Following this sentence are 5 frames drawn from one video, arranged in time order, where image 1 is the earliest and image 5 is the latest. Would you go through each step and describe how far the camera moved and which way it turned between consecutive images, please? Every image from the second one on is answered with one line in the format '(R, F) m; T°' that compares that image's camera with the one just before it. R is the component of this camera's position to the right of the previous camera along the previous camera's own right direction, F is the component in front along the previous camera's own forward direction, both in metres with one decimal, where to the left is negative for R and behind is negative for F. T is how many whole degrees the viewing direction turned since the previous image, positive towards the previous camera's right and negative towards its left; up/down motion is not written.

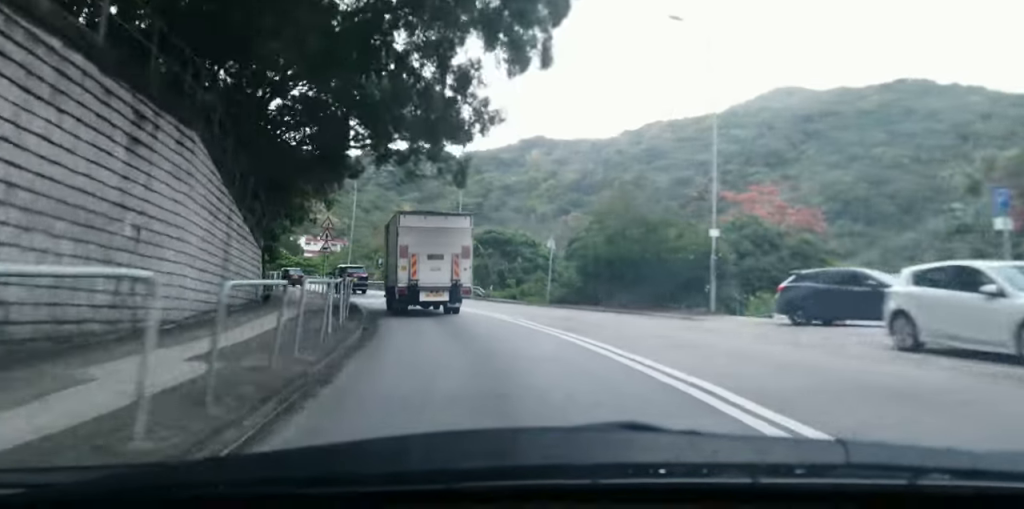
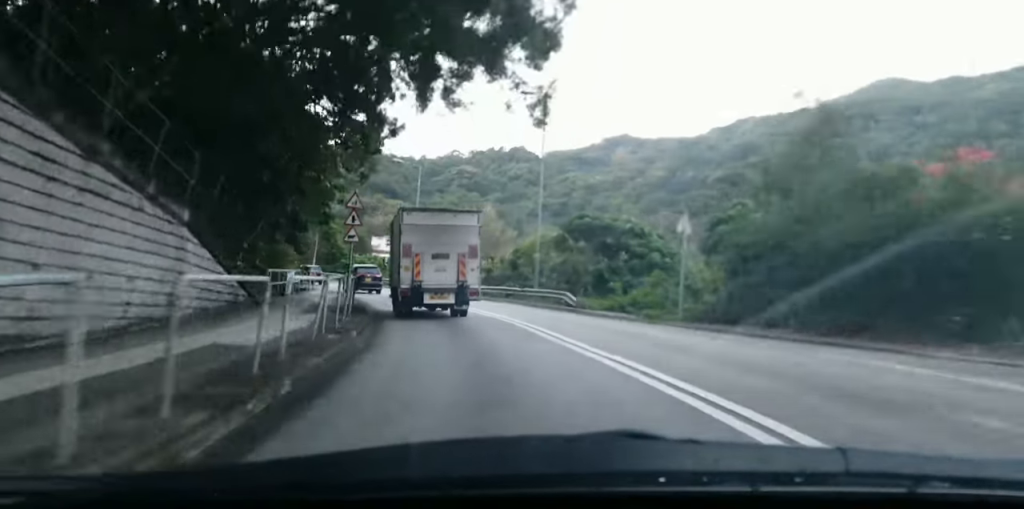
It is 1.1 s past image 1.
(-0.5, +12.5) m; -6°
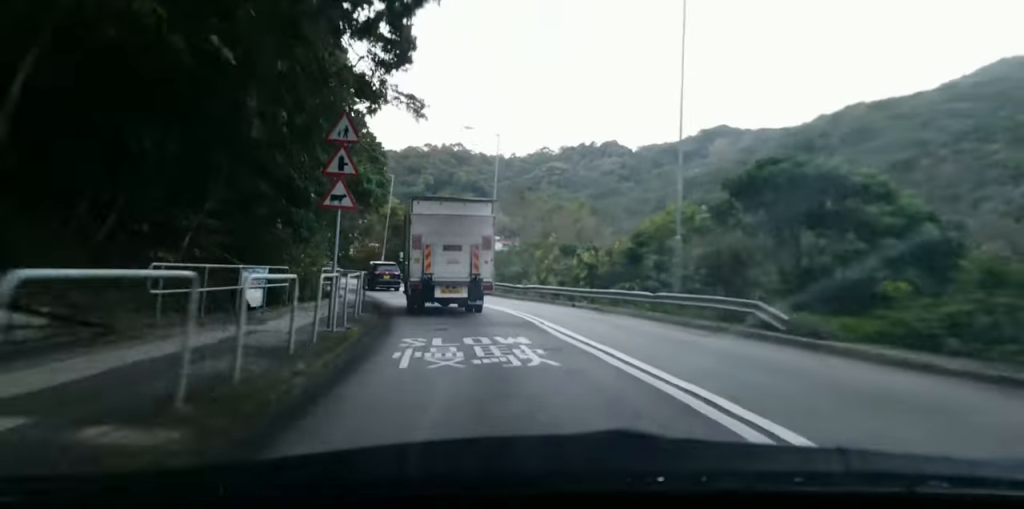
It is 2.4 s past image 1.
(-0.9, +15.1) m; -7°
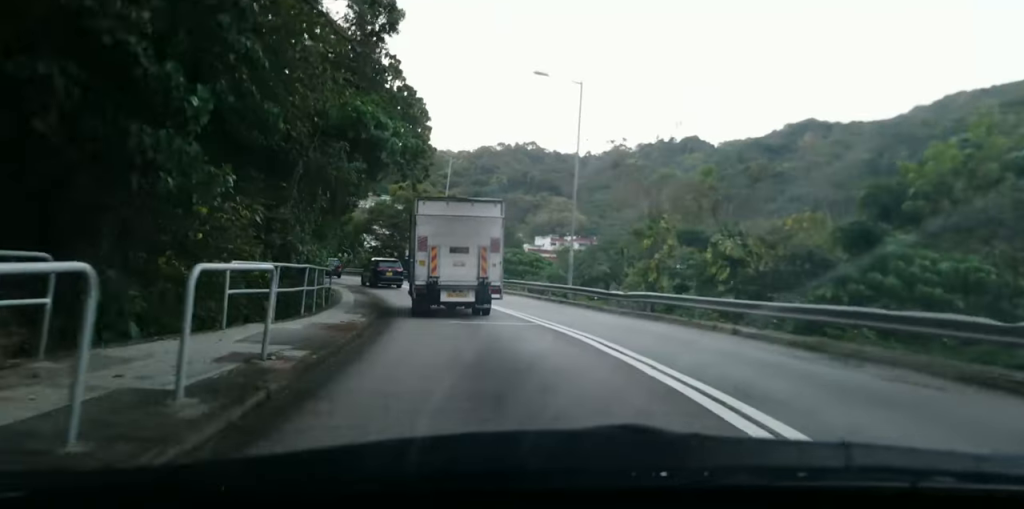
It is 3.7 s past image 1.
(-0.6, +14.7) m; -4°
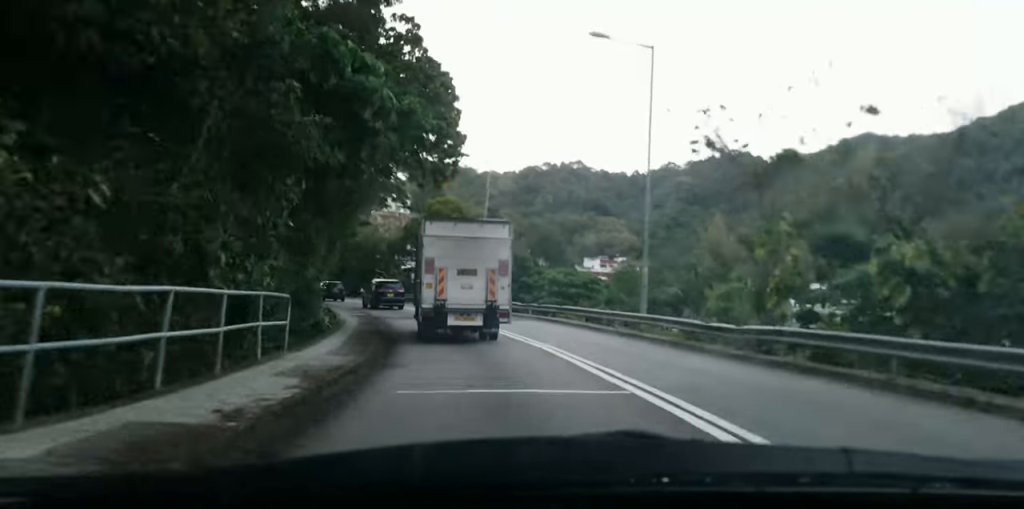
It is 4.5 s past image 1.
(+0.2, +8.6) m; -5°
